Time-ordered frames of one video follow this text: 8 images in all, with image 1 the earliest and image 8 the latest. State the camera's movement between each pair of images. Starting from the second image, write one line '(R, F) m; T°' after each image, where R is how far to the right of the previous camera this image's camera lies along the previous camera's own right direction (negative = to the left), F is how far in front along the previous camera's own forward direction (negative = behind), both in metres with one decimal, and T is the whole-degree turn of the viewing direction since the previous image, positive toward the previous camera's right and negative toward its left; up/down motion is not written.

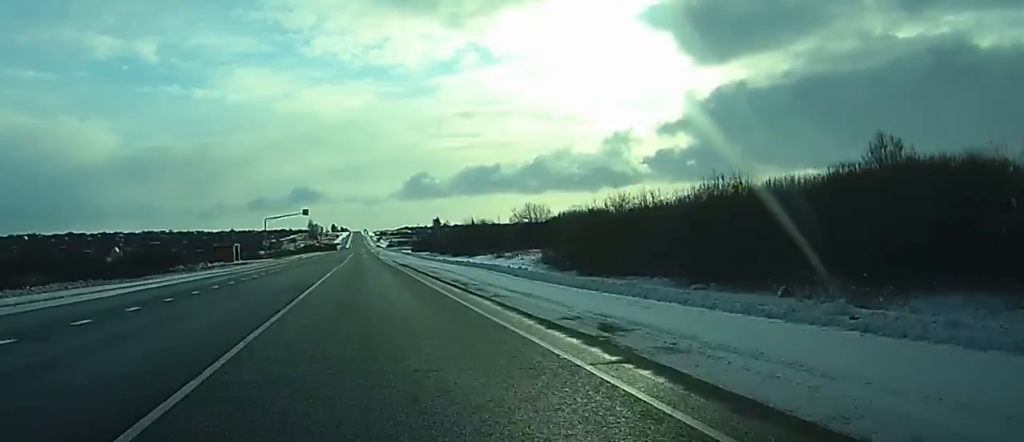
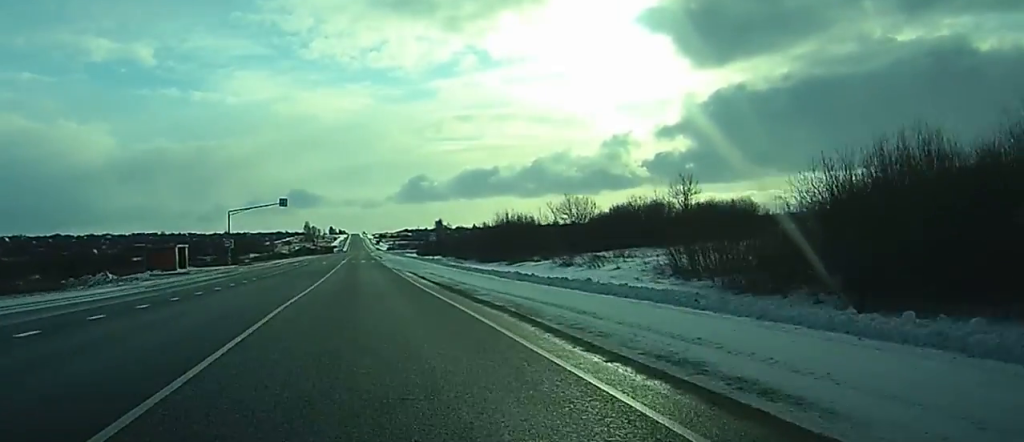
(+0.1, +35.1) m; 0°
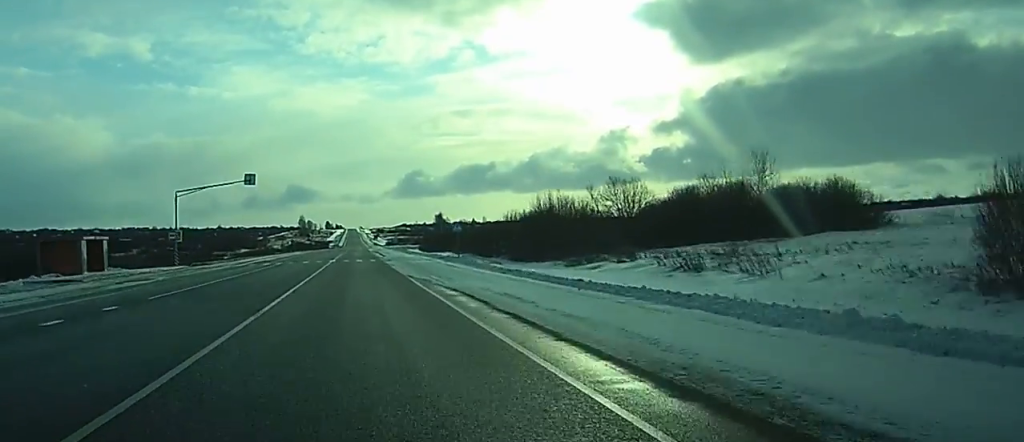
(0.0, +26.8) m; 0°
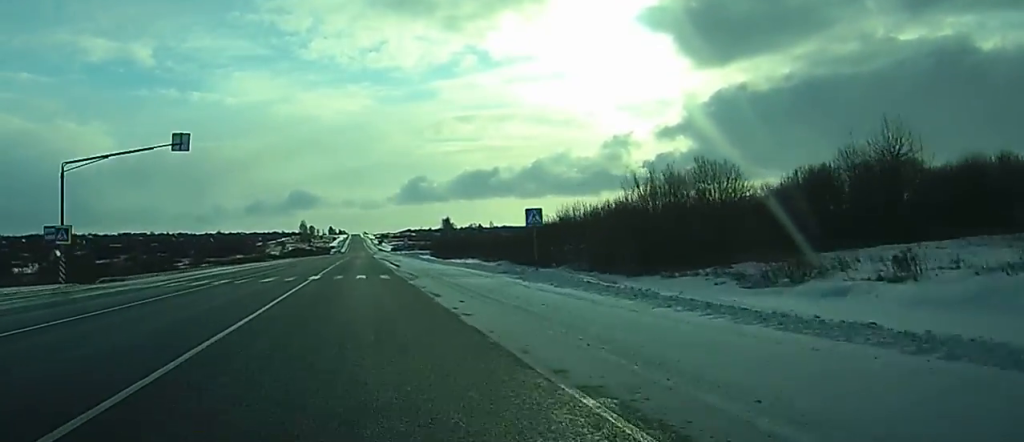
(0.0, +28.4) m; 0°
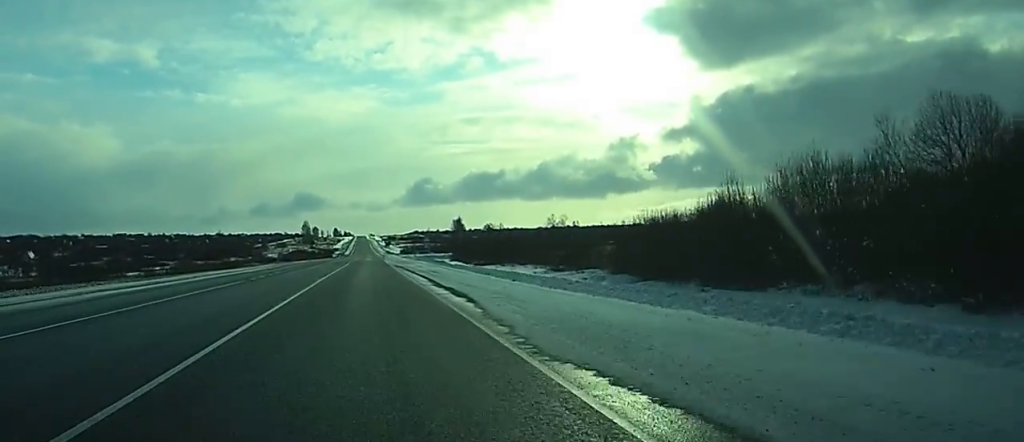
(0.0, +37.0) m; 0°
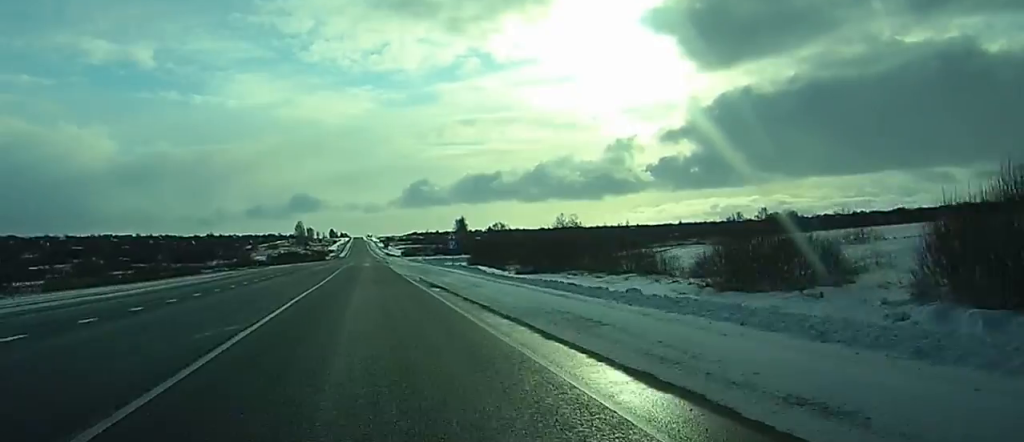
(0.0, +34.8) m; 0°
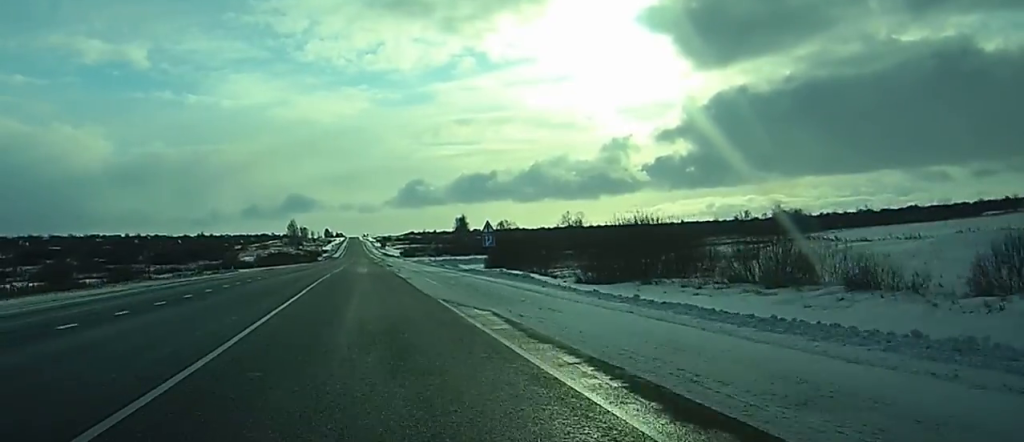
(-0.1, +25.1) m; 0°
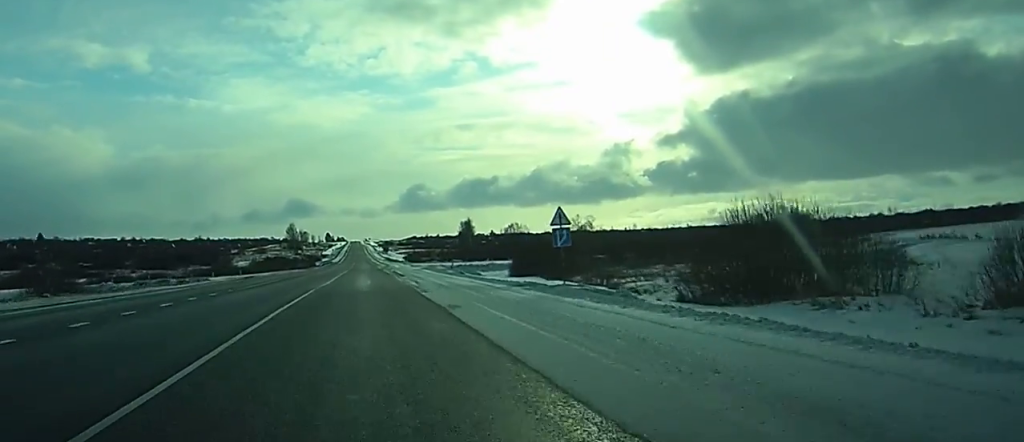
(0.0, +19.2) m; 0°
